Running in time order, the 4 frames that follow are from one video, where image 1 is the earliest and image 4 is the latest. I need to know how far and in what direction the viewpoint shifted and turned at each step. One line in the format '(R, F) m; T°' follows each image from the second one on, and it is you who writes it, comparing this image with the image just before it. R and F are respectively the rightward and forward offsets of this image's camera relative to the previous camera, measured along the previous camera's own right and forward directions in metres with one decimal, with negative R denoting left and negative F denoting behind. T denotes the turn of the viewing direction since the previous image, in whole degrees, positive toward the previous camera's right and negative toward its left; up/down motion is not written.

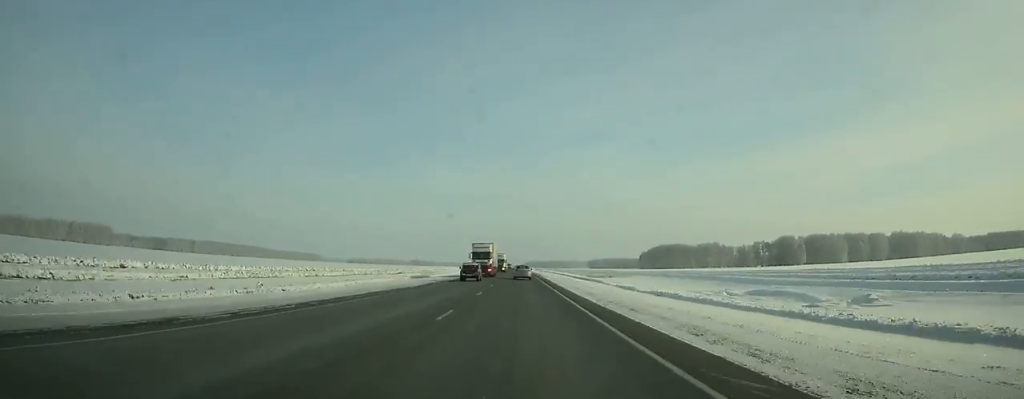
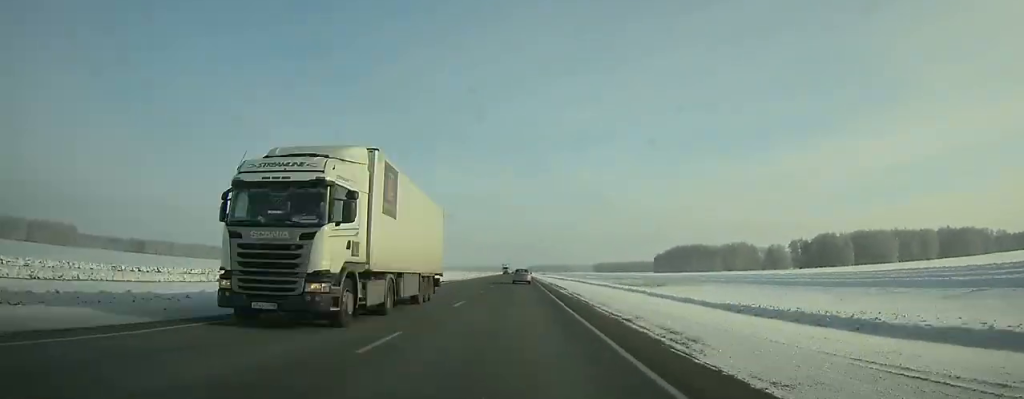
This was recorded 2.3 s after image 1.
(-0.1, +64.7) m; 0°
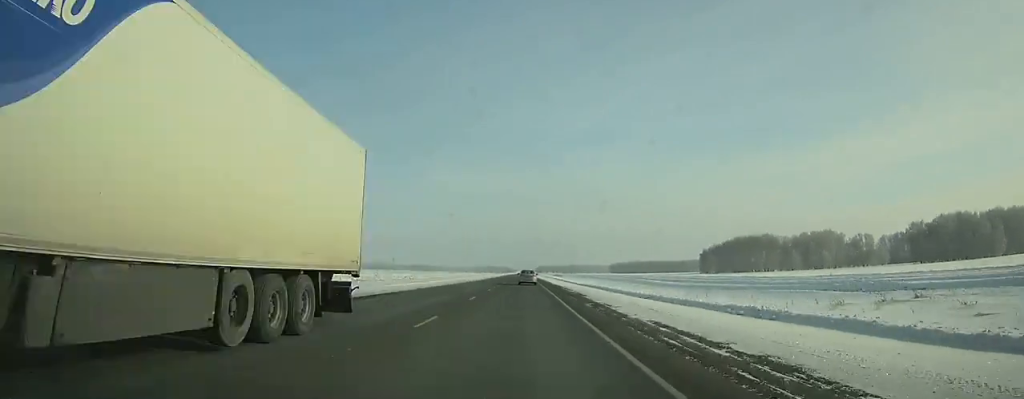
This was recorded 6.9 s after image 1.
(-0.9, +126.5) m; -1°
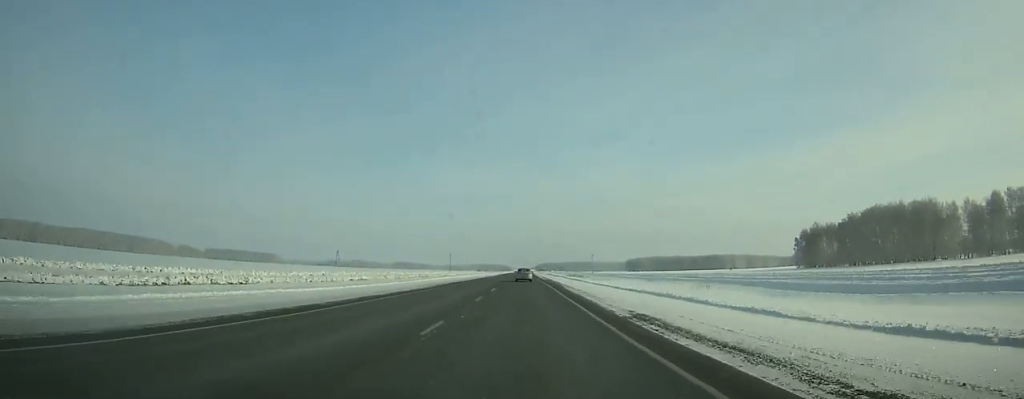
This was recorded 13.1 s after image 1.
(-0.1, +169.3) m; 0°
